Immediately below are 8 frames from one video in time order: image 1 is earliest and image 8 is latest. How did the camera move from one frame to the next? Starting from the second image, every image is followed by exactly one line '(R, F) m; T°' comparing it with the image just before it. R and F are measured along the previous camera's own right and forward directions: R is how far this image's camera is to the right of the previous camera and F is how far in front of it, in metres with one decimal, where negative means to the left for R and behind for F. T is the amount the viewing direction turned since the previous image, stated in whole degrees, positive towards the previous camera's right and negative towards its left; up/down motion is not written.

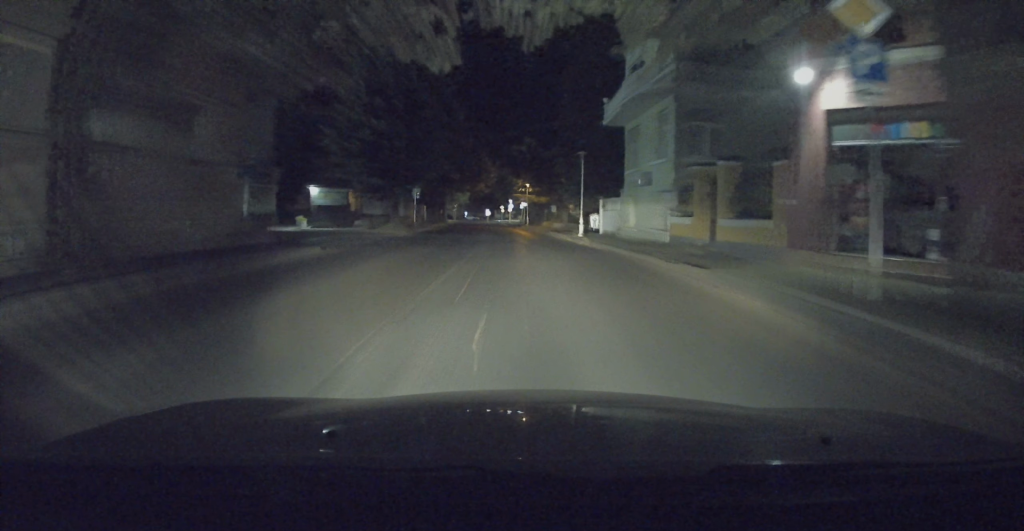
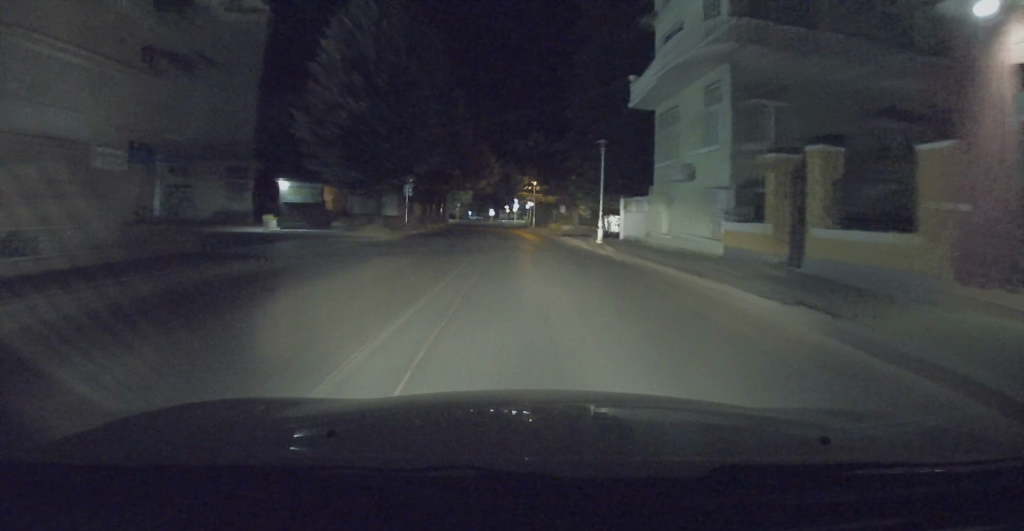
(+0.2, +5.2) m; 0°
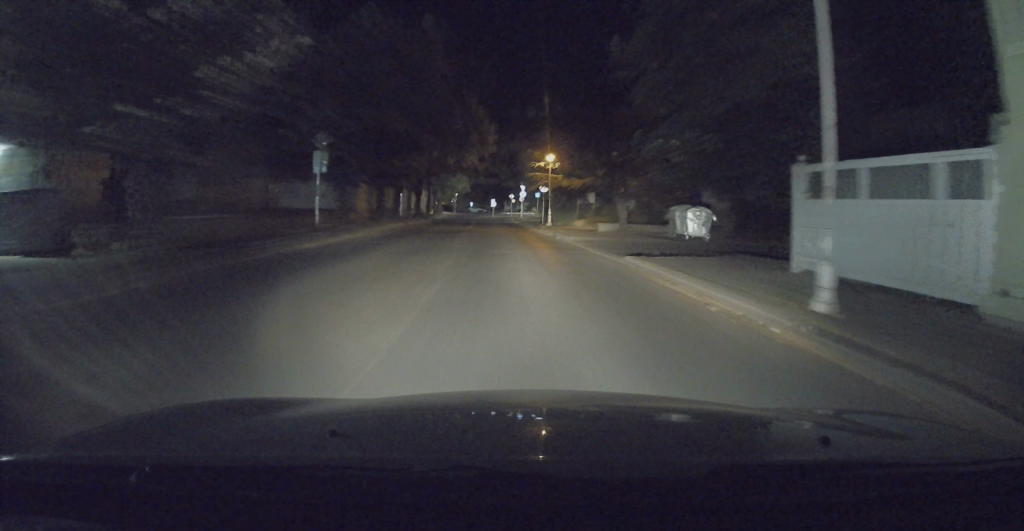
(+0.1, +18.9) m; +3°
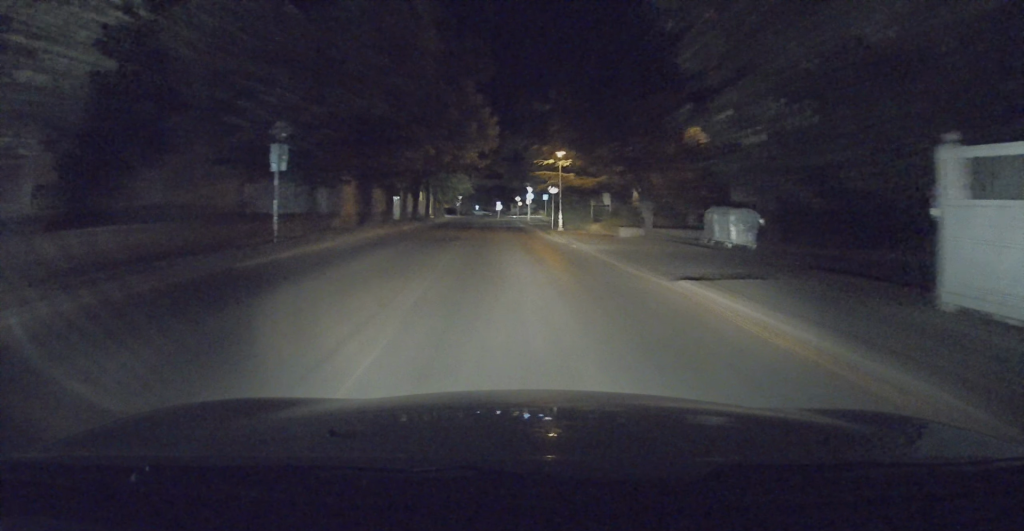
(+0.2, +4.4) m; +2°
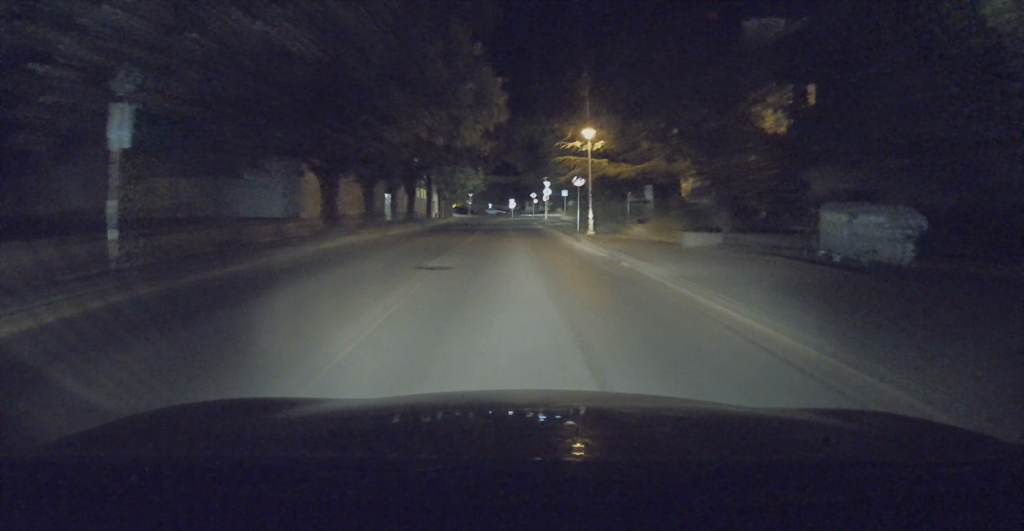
(+0.1, +8.2) m; -2°
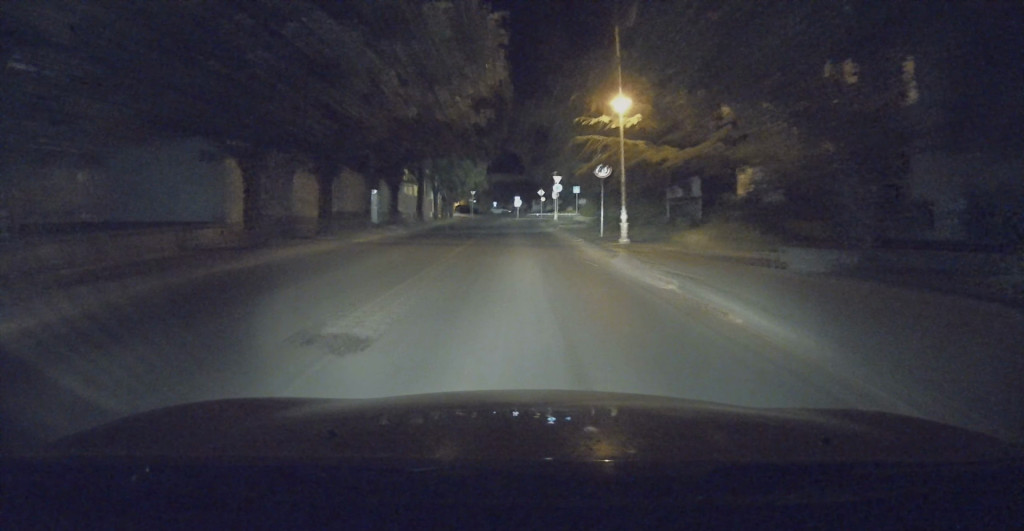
(-0.2, +6.8) m; -3°
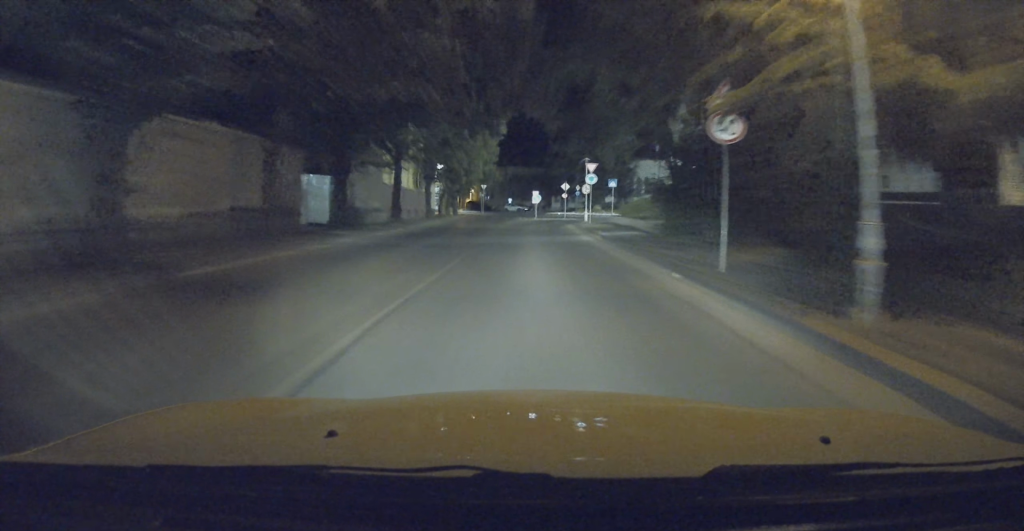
(-0.6, +12.0) m; -3°
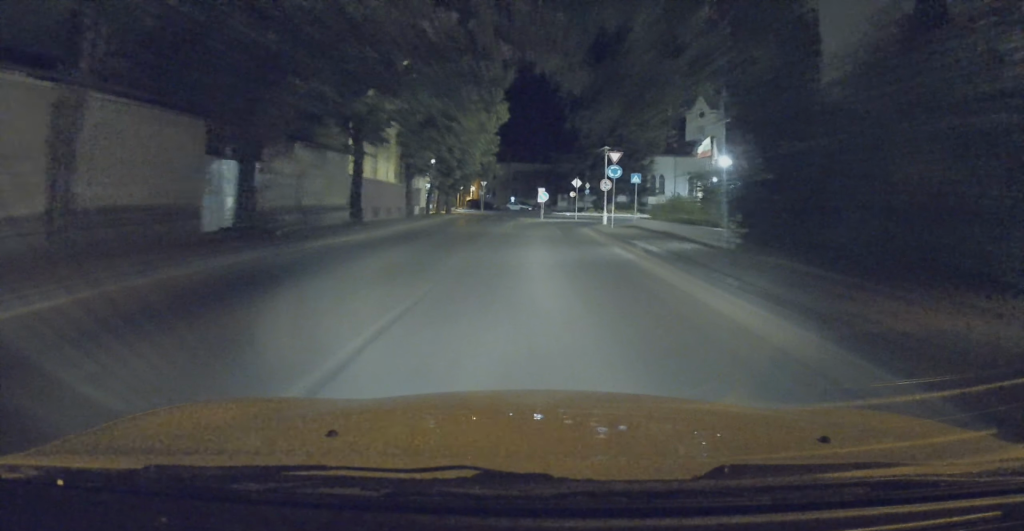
(+0.1, +7.2) m; -1°
